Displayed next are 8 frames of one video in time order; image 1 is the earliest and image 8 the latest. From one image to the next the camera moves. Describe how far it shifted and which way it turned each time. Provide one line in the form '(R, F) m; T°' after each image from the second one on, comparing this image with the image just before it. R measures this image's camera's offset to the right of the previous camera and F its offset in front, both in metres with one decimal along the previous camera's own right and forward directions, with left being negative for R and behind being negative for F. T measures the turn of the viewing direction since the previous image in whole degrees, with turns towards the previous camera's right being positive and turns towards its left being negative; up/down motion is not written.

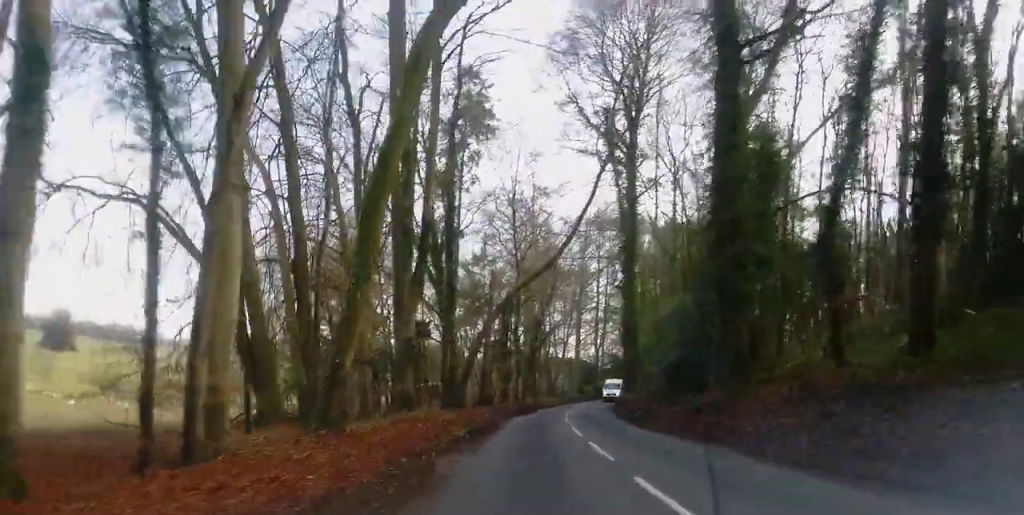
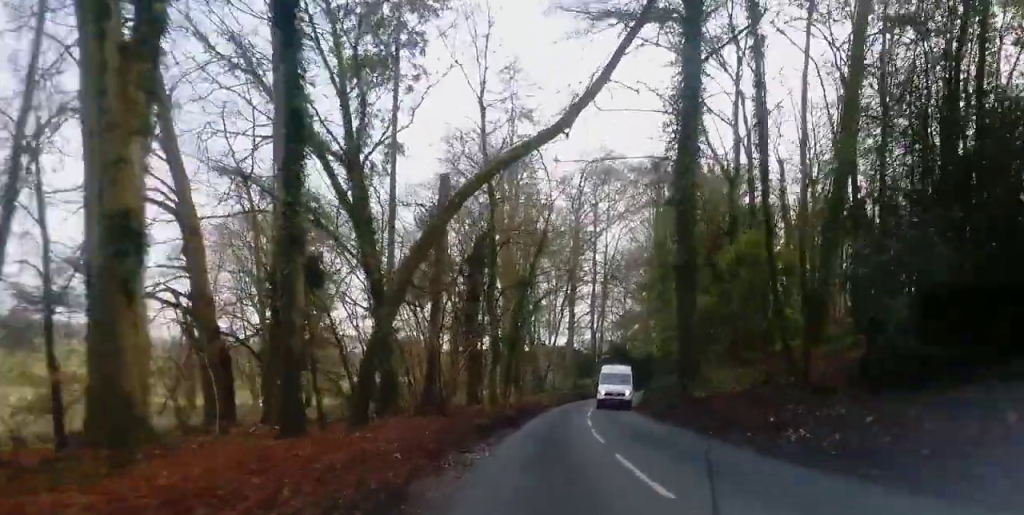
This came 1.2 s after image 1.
(+0.5, +21.7) m; +2°
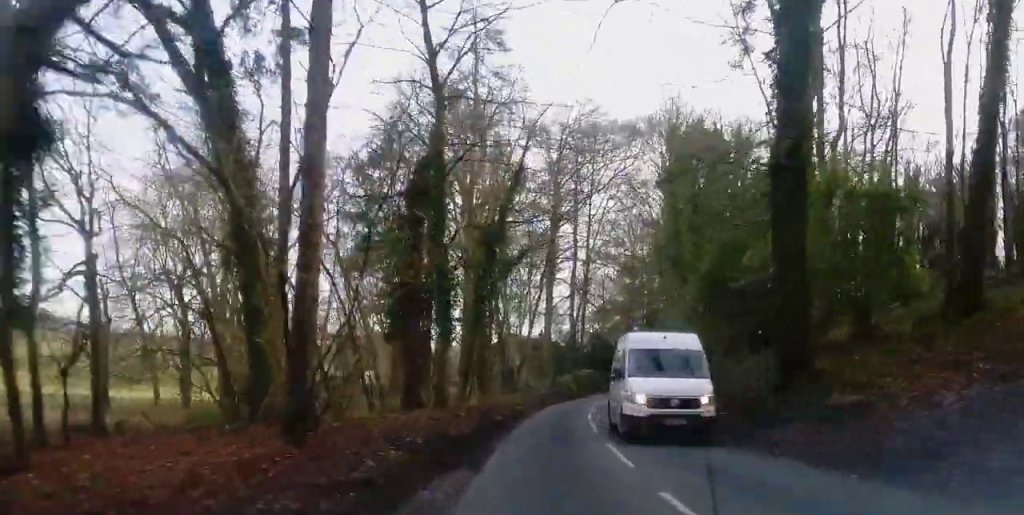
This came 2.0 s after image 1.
(-0.1, +13.5) m; +2°
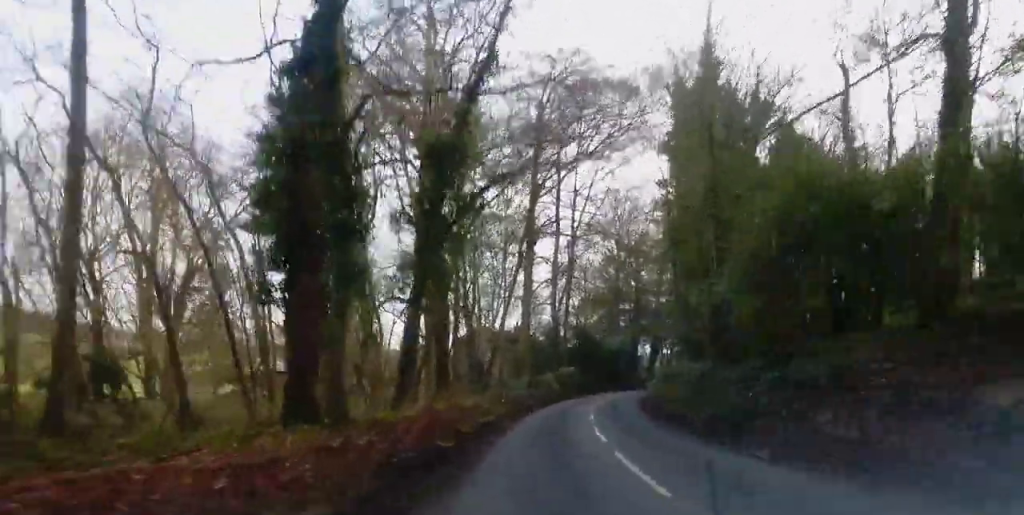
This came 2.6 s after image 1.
(+0.4, +12.2) m; +4°
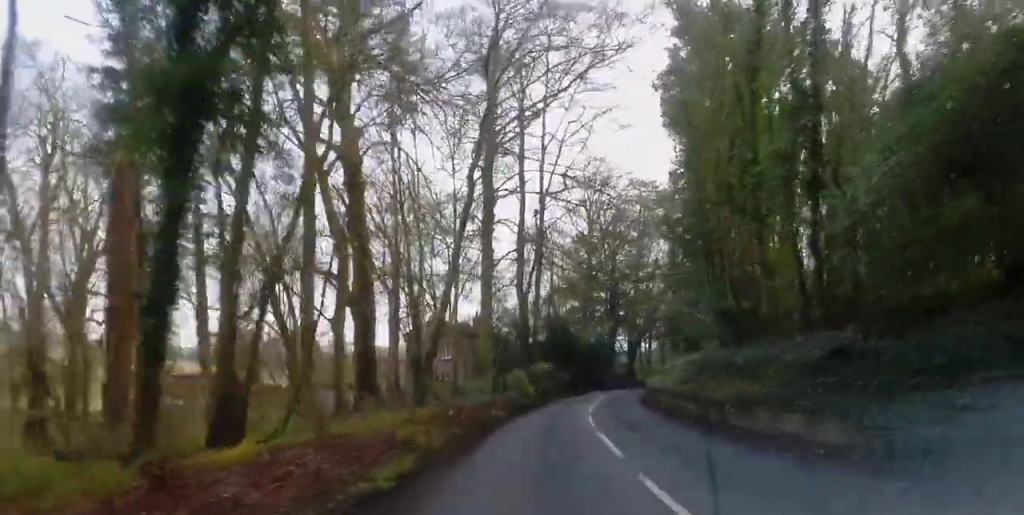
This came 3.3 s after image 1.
(+0.4, +13.5) m; +4°
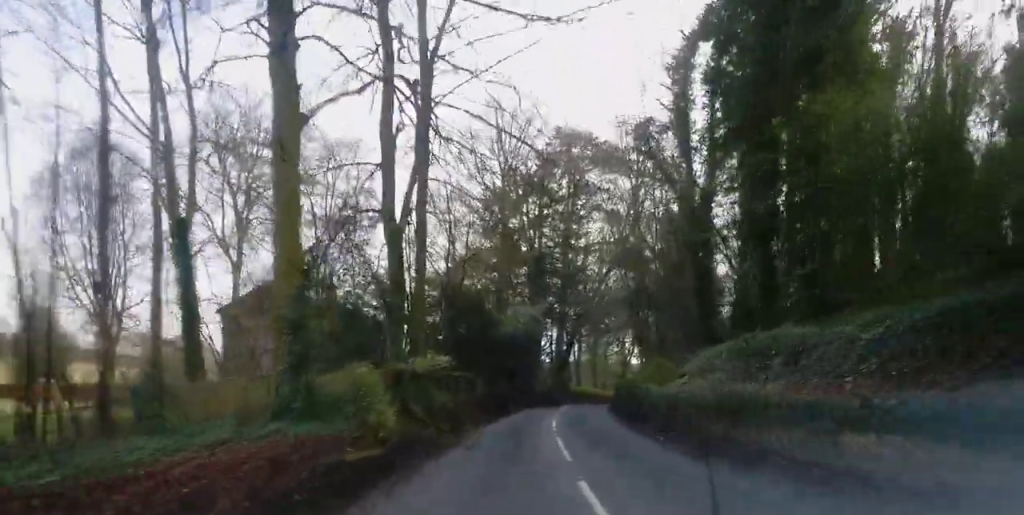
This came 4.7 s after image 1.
(+1.8, +25.8) m; +6°
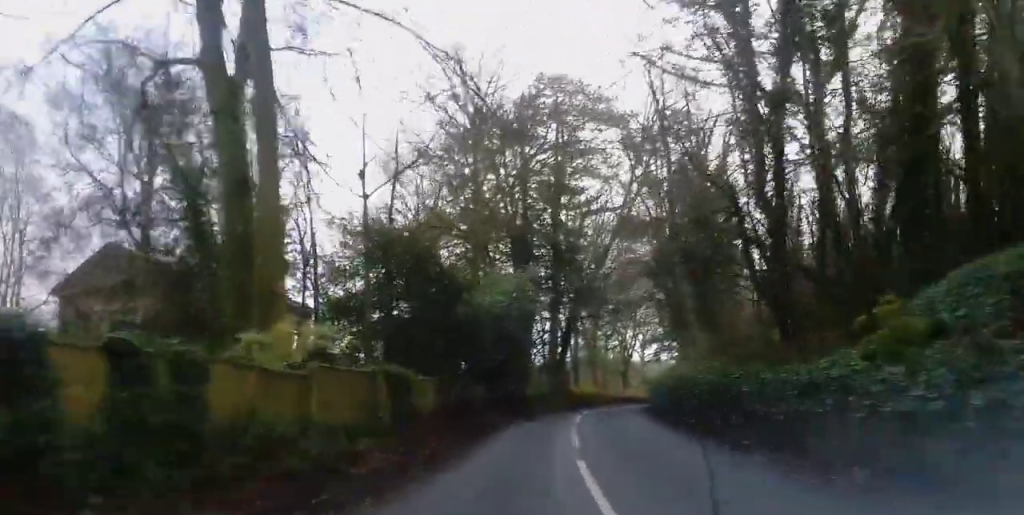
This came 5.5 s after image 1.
(+0.2, +14.3) m; +2°
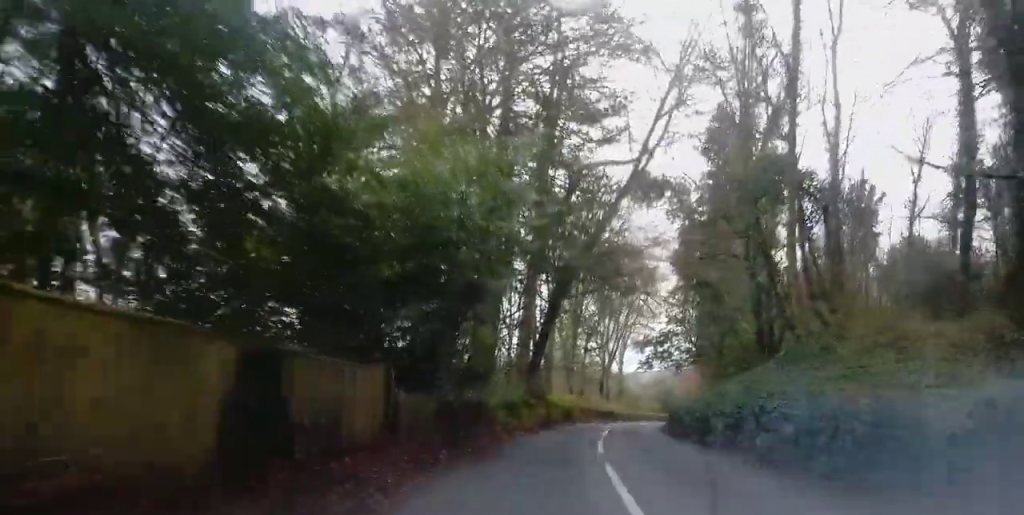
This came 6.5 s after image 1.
(+0.4, +15.8) m; +3°
